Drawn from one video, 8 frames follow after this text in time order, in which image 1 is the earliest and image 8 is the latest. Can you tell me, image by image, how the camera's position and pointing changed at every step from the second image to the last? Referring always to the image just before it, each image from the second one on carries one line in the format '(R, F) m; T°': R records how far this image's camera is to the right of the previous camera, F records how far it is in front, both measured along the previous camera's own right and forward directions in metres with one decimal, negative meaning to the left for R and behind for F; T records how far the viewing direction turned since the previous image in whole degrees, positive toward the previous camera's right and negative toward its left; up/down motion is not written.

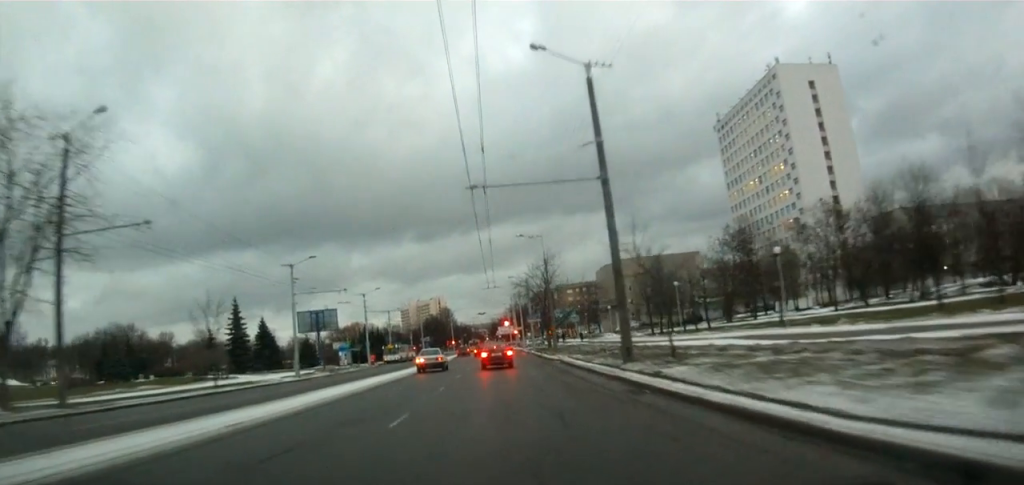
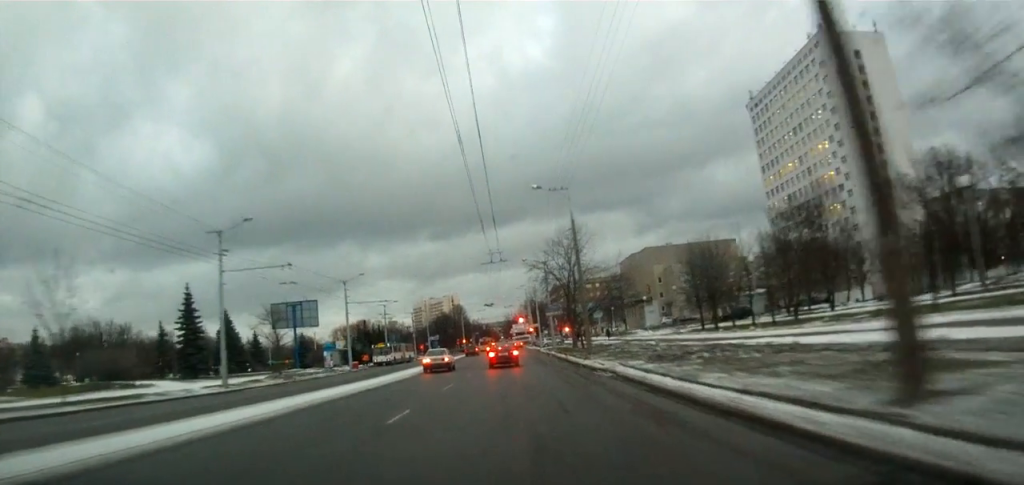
(-0.6, +15.9) m; -2°
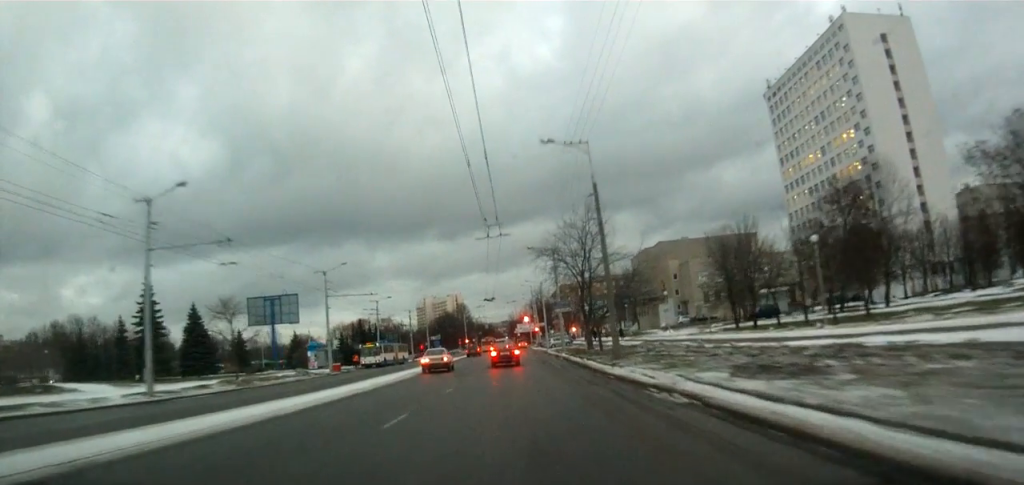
(0.0, +8.7) m; 0°
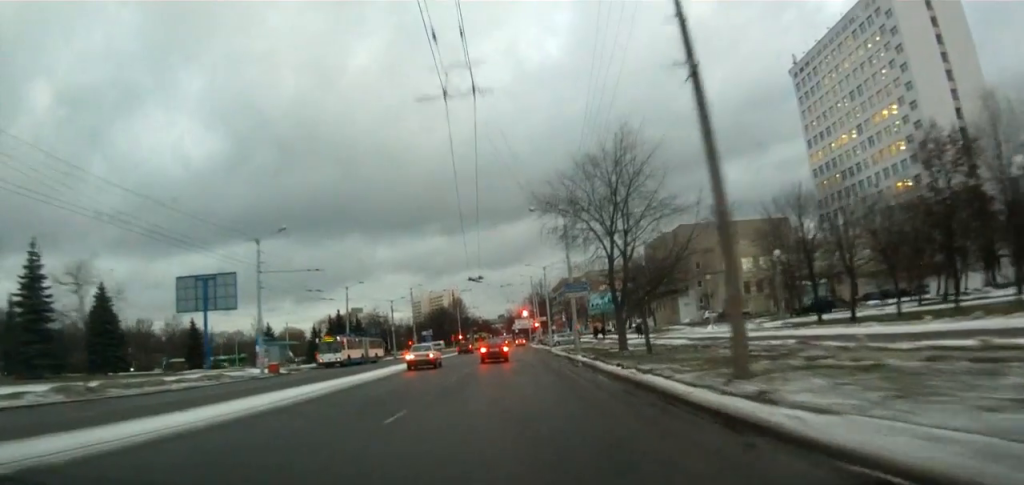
(0.0, +15.3) m; 0°
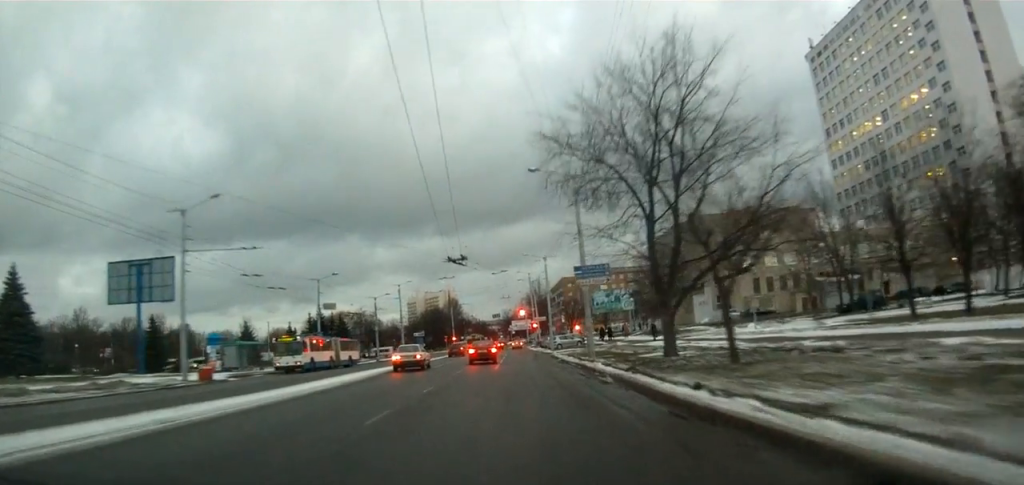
(0.0, +10.6) m; -1°
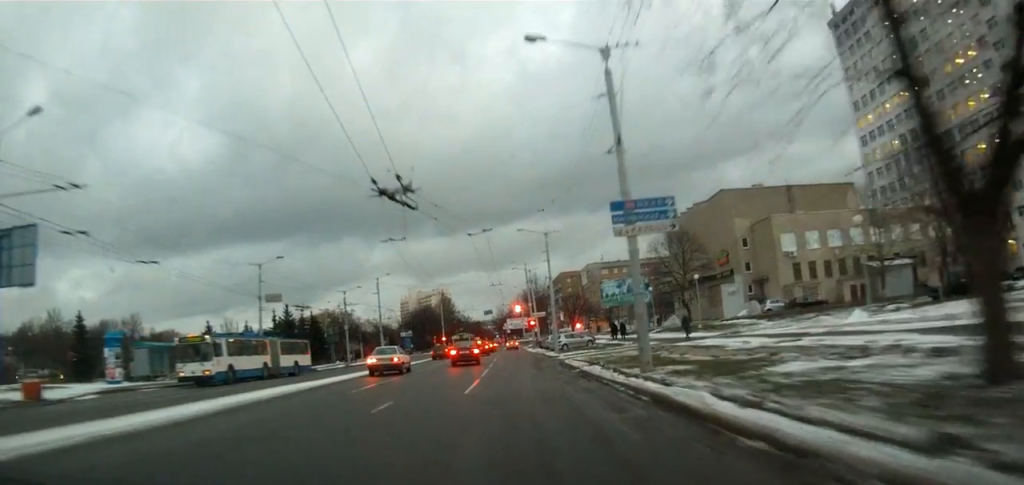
(-0.2, +14.3) m; 0°
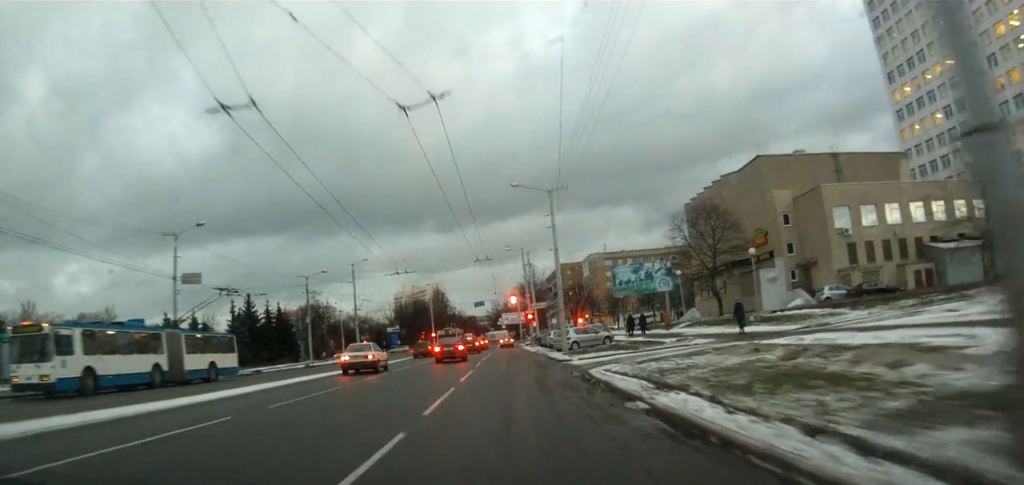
(+0.4, +14.0) m; +1°
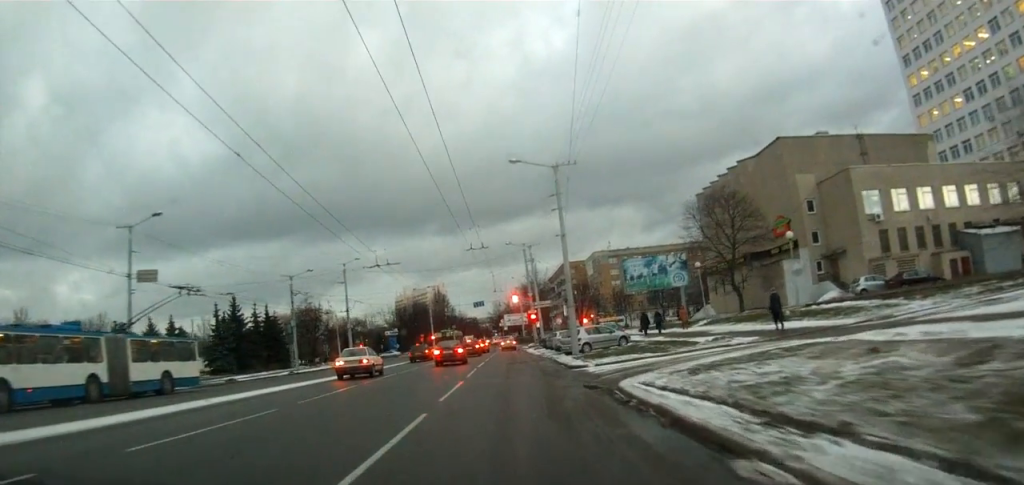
(-0.1, +5.4) m; 0°
